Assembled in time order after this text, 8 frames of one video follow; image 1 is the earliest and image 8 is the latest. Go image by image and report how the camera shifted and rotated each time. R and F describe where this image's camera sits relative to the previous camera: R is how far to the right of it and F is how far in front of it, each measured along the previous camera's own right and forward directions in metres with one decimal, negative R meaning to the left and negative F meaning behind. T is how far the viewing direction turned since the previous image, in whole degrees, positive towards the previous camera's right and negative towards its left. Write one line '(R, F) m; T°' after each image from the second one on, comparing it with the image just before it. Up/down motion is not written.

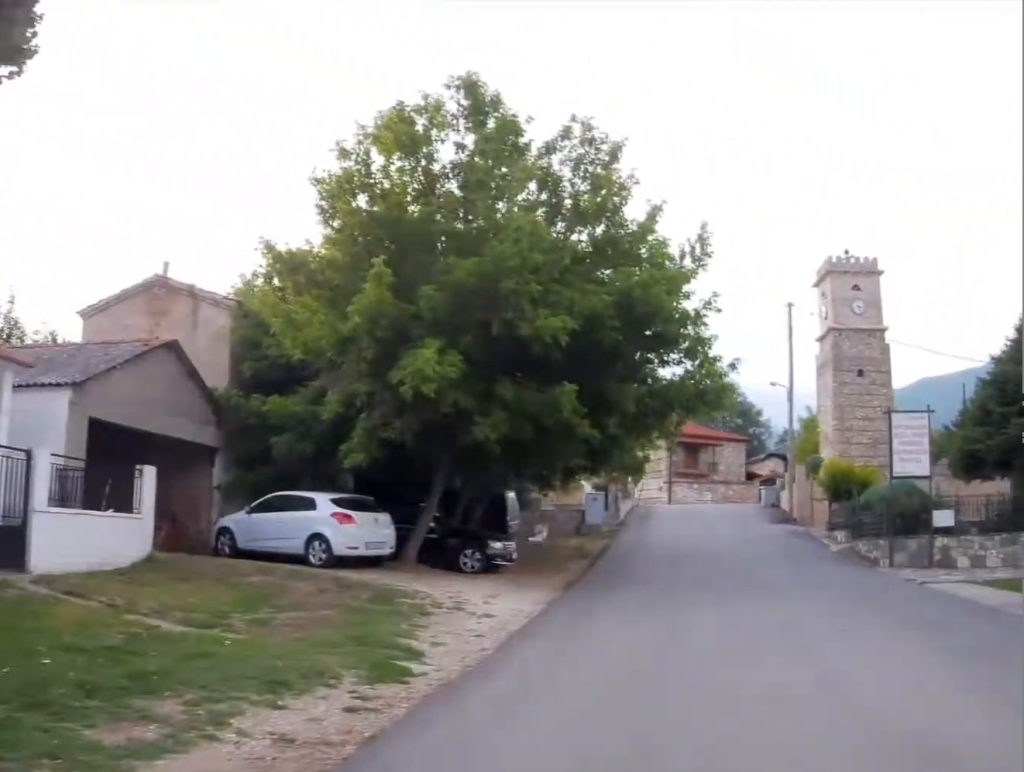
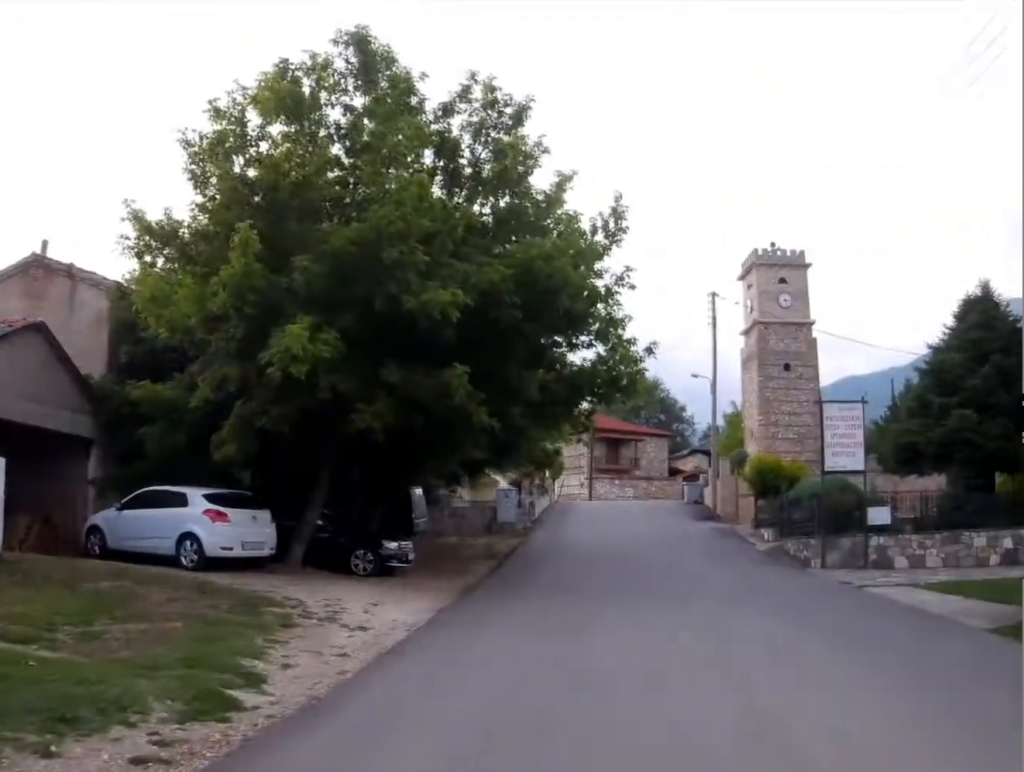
(+0.1, +2.0) m; +6°
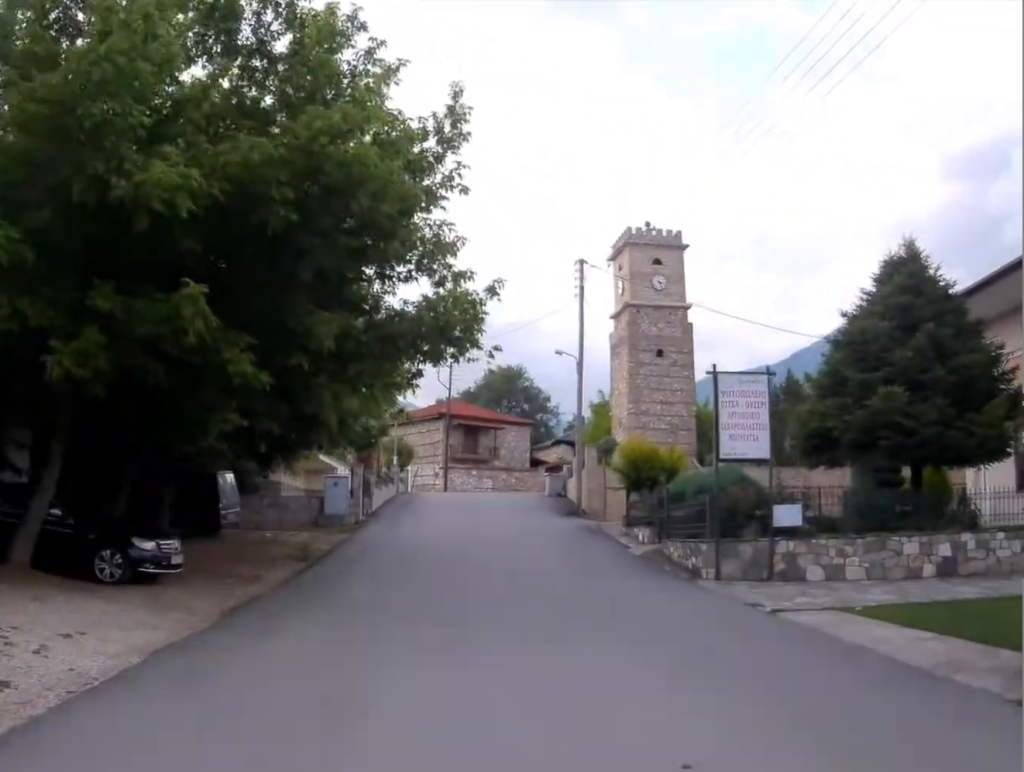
(+0.6, +5.4) m; +8°
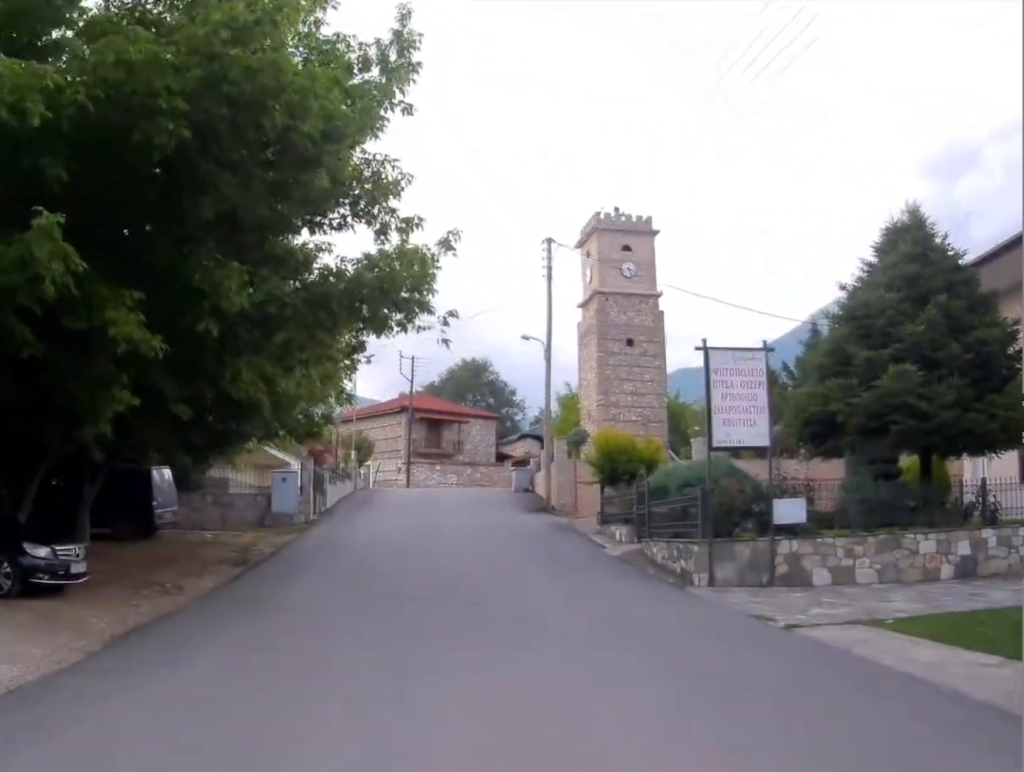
(+0.1, +2.5) m; +1°
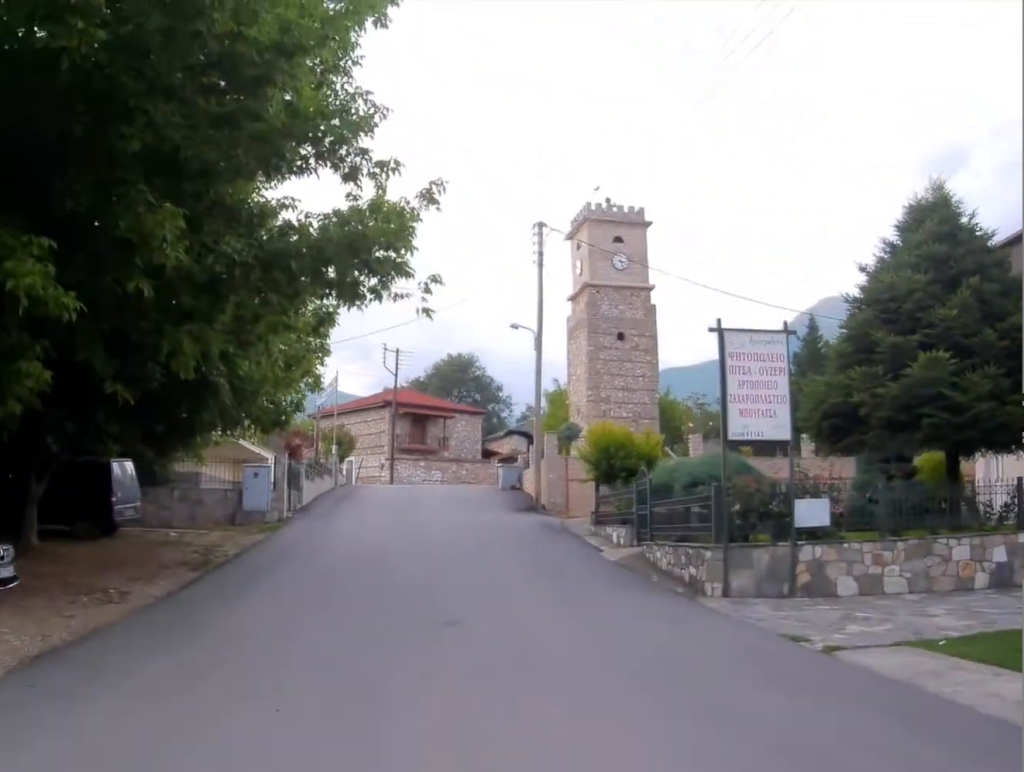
(-0.1, +1.6) m; 0°
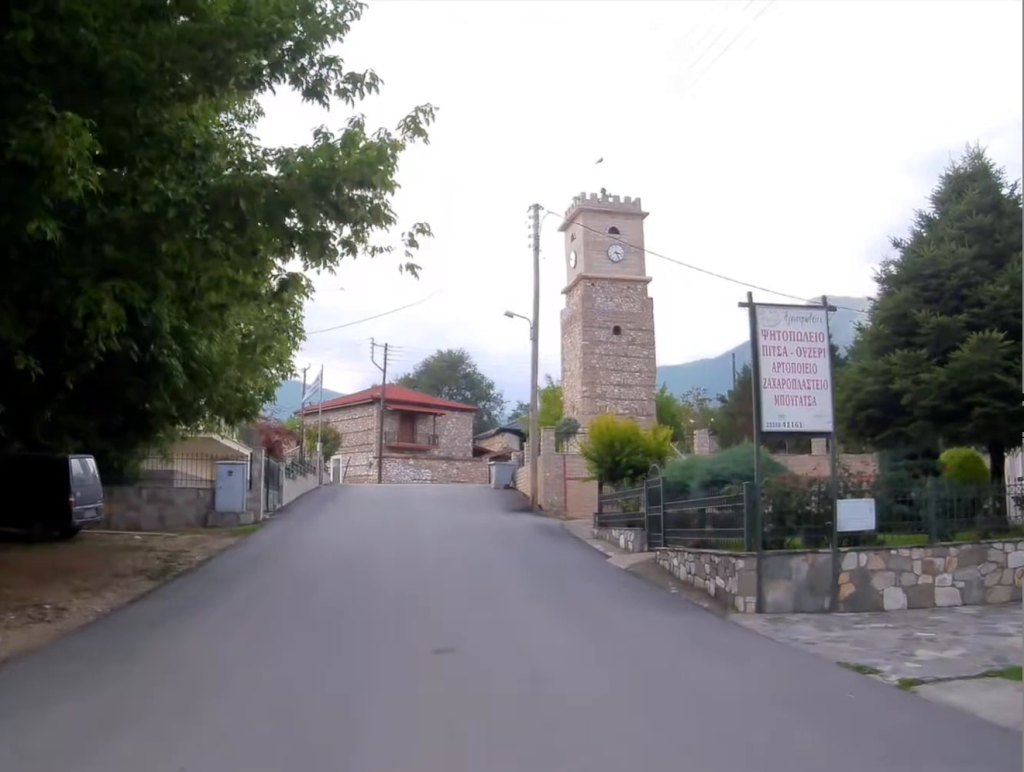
(0.0, +2.0) m; -1°
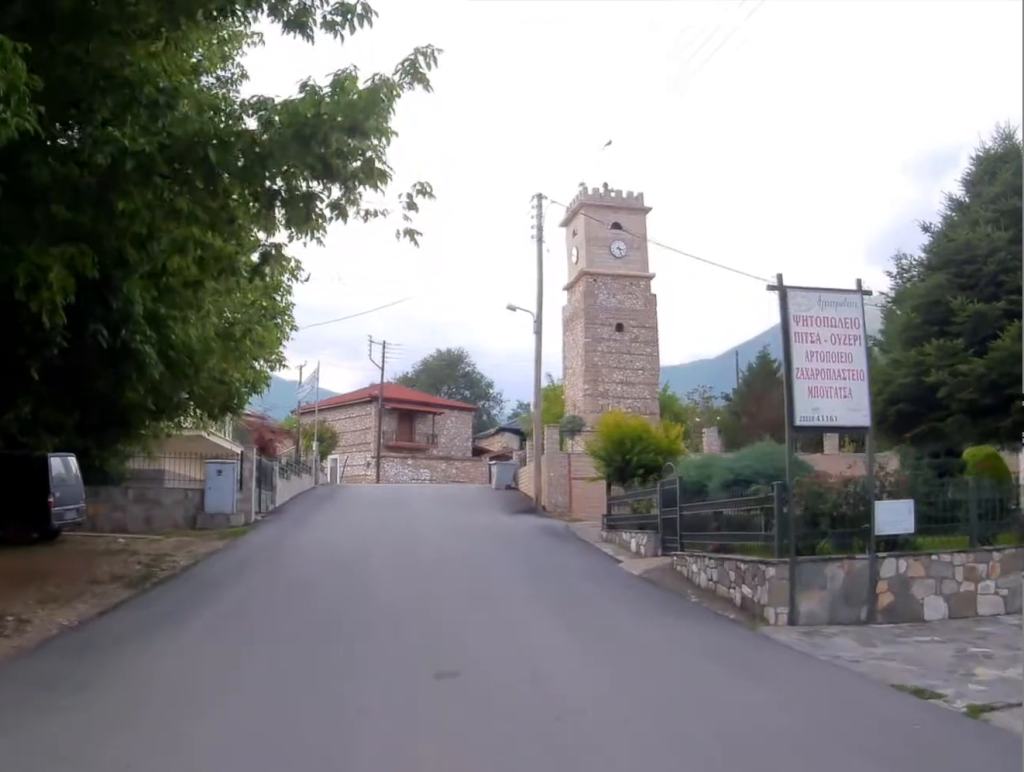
(+0.1, +1.1) m; -3°
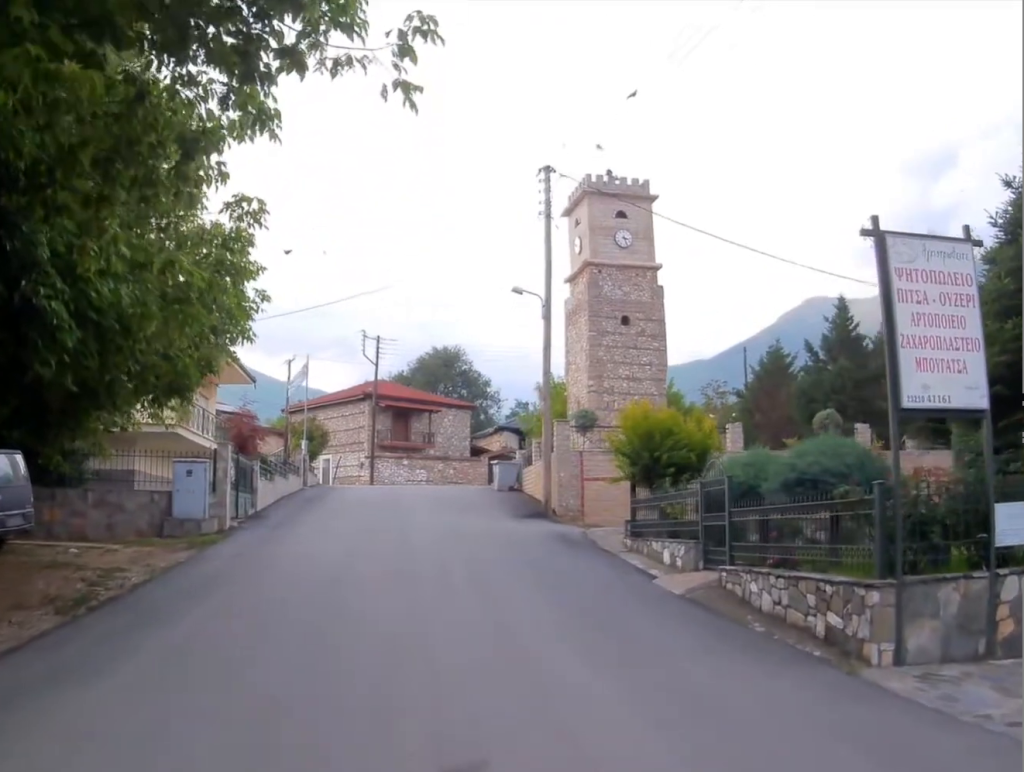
(-0.4, +3.4) m; -2°
